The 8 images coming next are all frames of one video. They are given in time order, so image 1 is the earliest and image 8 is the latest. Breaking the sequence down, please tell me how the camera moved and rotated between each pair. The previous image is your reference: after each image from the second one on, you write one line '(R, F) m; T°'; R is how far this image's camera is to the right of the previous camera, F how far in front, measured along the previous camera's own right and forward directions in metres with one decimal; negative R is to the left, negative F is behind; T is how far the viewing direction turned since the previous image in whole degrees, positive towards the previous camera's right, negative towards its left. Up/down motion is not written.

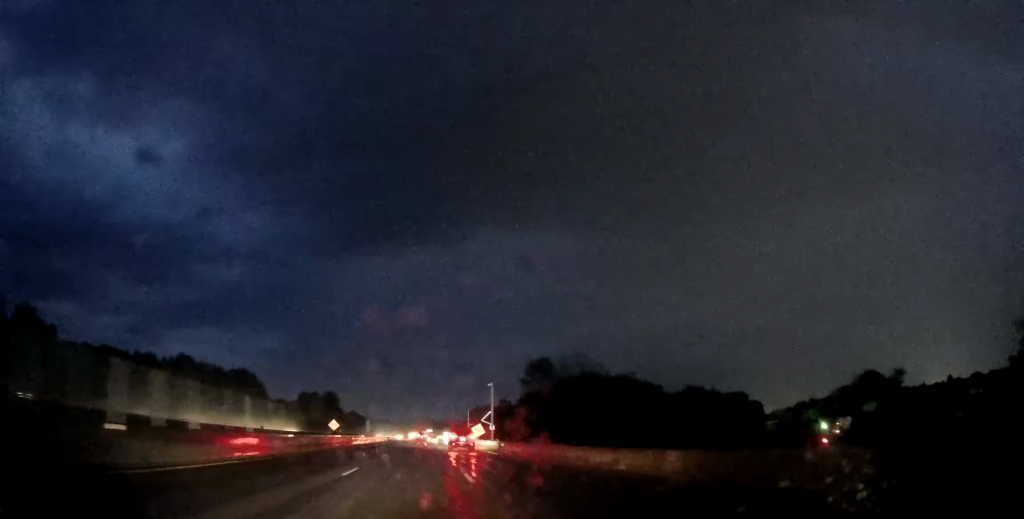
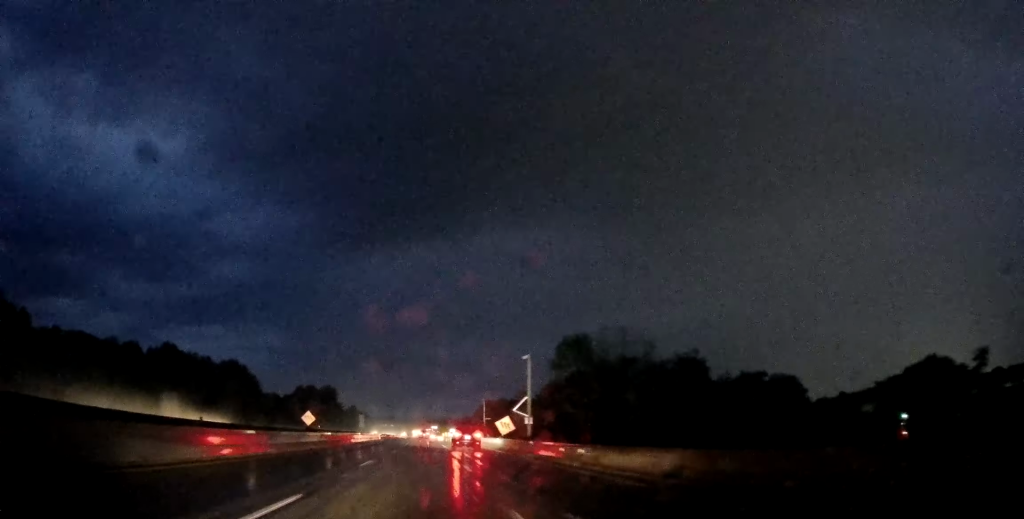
(0.0, +21.5) m; +1°
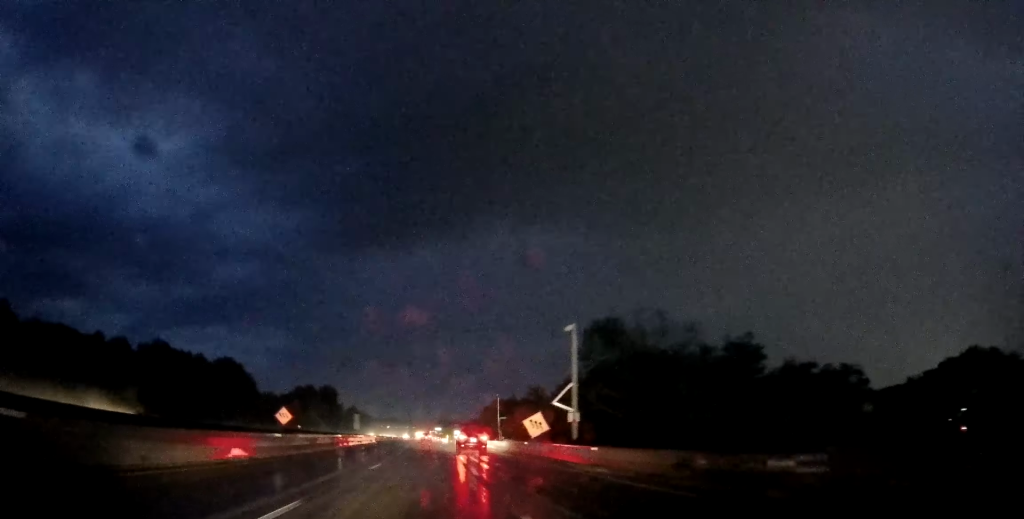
(+0.1, +12.8) m; +1°
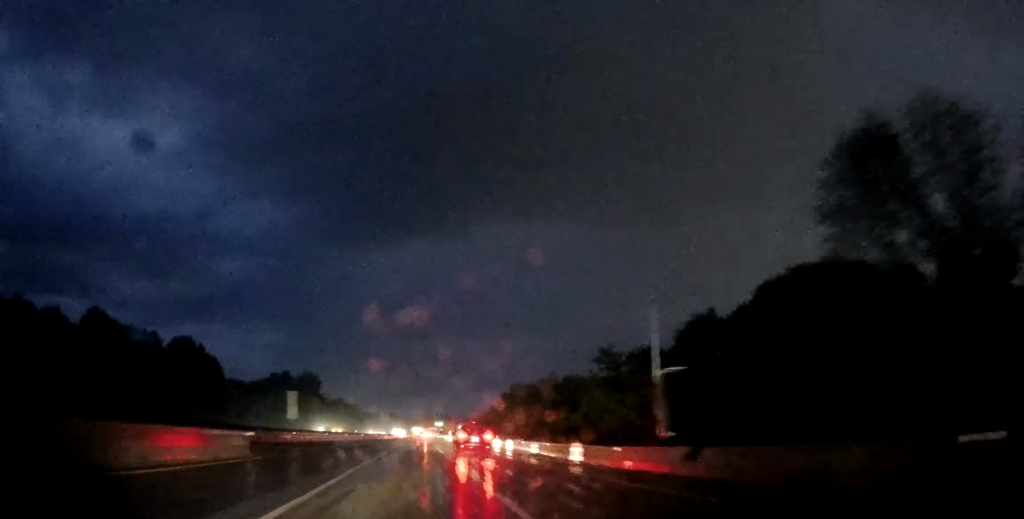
(-0.1, +48.0) m; -2°
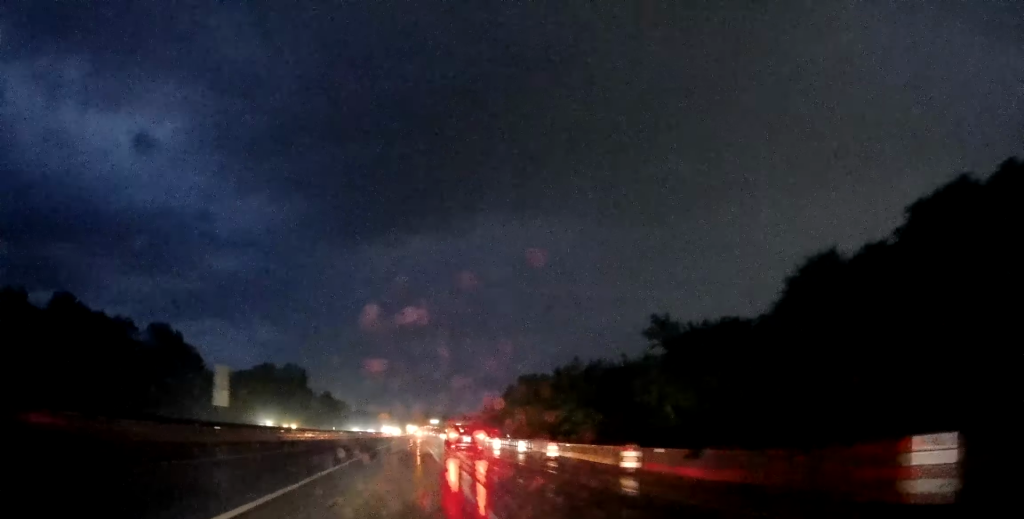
(-0.8, +18.4) m; 0°
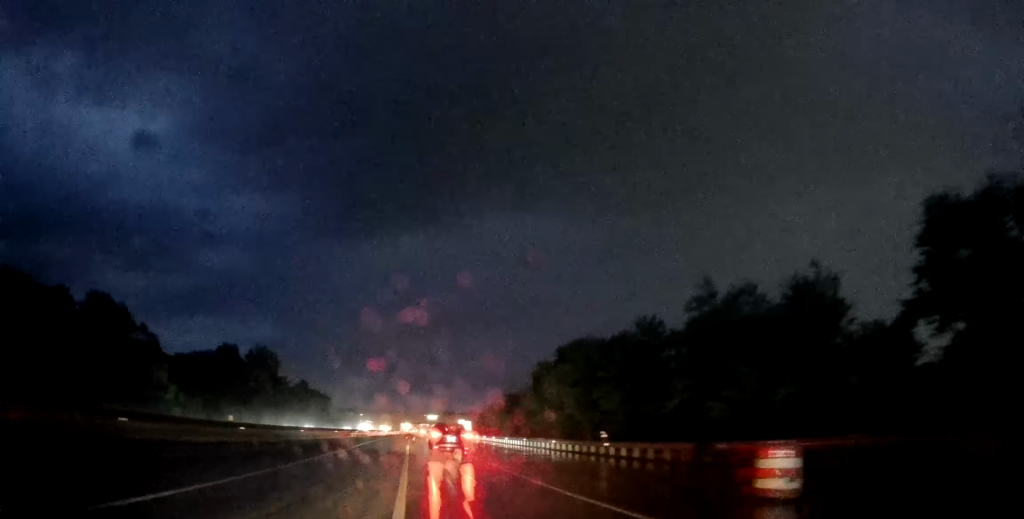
(+1.6, +42.2) m; +2°
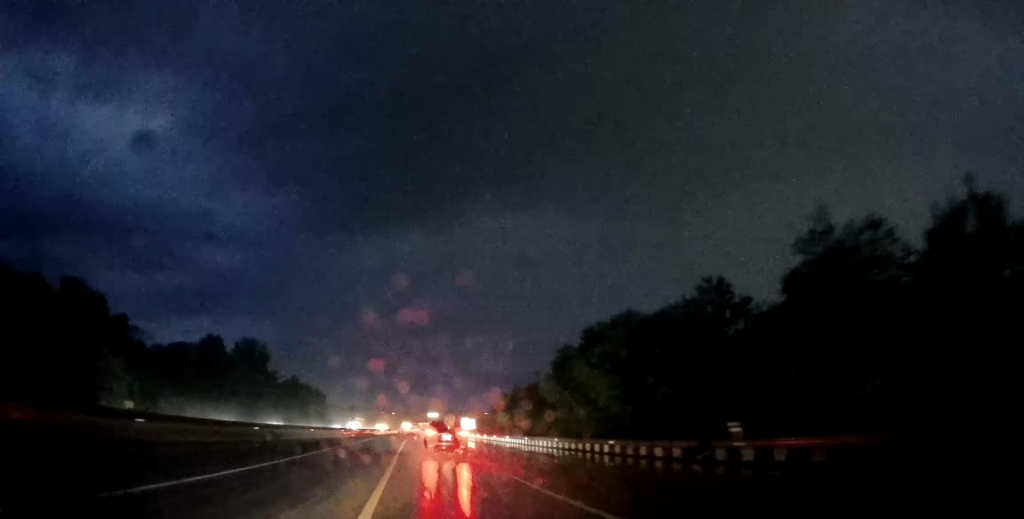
(0.0, +14.6) m; 0°
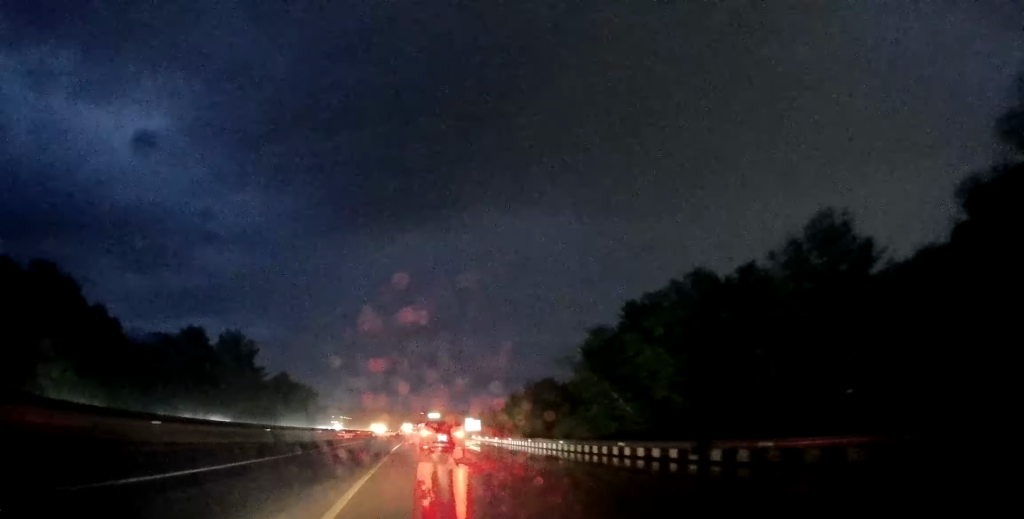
(-0.1, +15.2) m; 0°
